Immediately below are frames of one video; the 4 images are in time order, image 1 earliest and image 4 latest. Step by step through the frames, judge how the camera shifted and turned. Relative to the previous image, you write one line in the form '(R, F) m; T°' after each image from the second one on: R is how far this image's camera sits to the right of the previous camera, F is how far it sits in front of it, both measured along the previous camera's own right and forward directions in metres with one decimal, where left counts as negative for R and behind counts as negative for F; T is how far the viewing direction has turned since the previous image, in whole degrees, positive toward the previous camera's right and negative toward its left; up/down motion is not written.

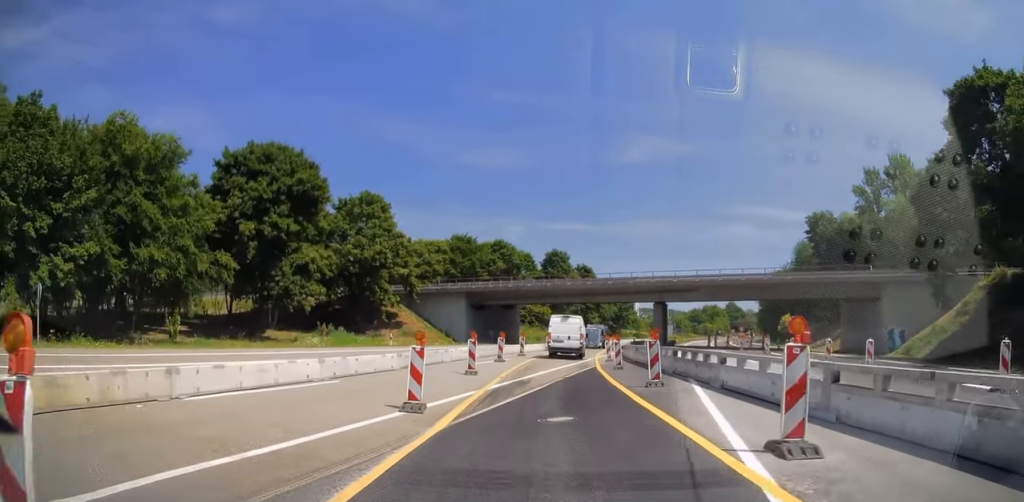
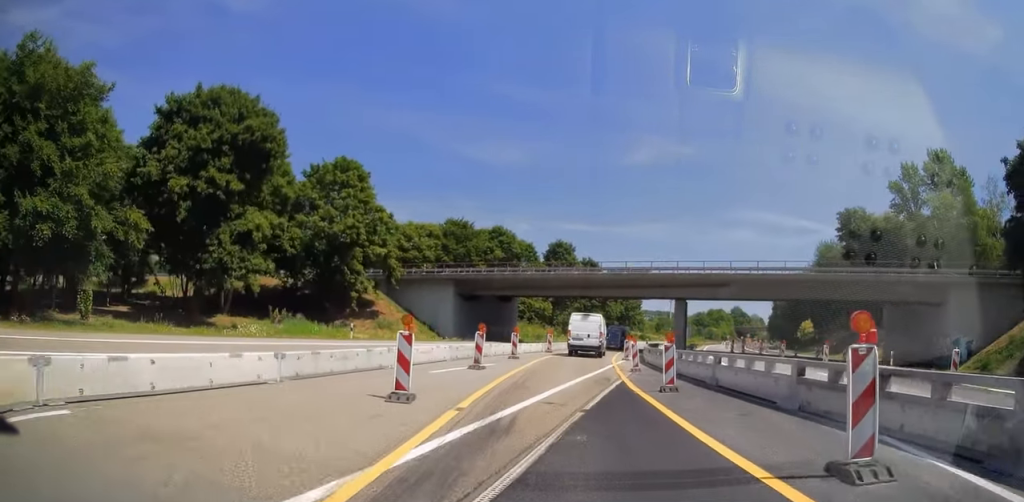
(0.0, +10.3) m; 0°
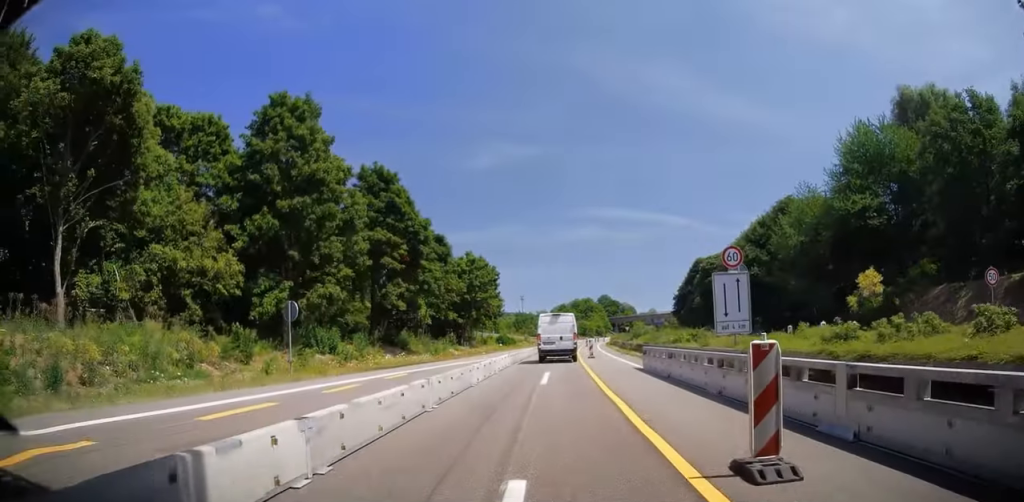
(+5.2, +69.8) m; +11°
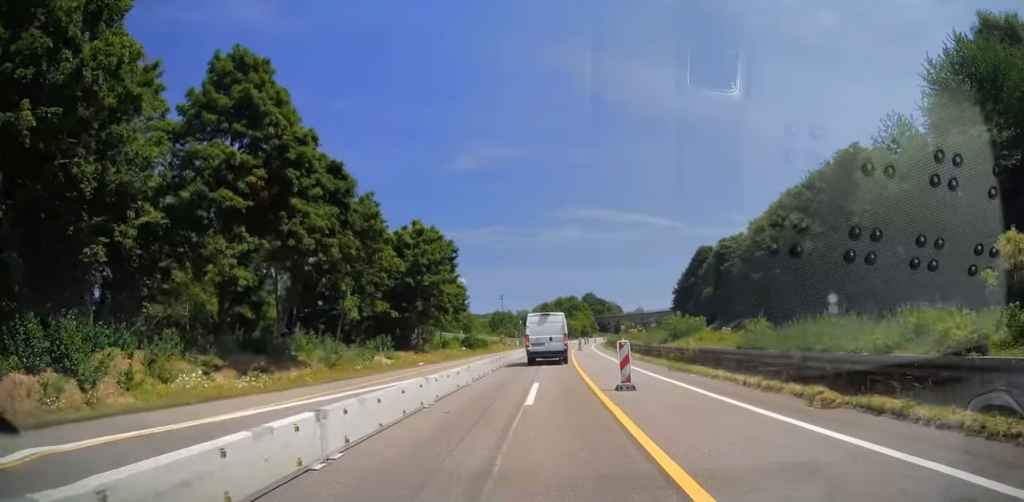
(+1.4, +22.8) m; +4°
